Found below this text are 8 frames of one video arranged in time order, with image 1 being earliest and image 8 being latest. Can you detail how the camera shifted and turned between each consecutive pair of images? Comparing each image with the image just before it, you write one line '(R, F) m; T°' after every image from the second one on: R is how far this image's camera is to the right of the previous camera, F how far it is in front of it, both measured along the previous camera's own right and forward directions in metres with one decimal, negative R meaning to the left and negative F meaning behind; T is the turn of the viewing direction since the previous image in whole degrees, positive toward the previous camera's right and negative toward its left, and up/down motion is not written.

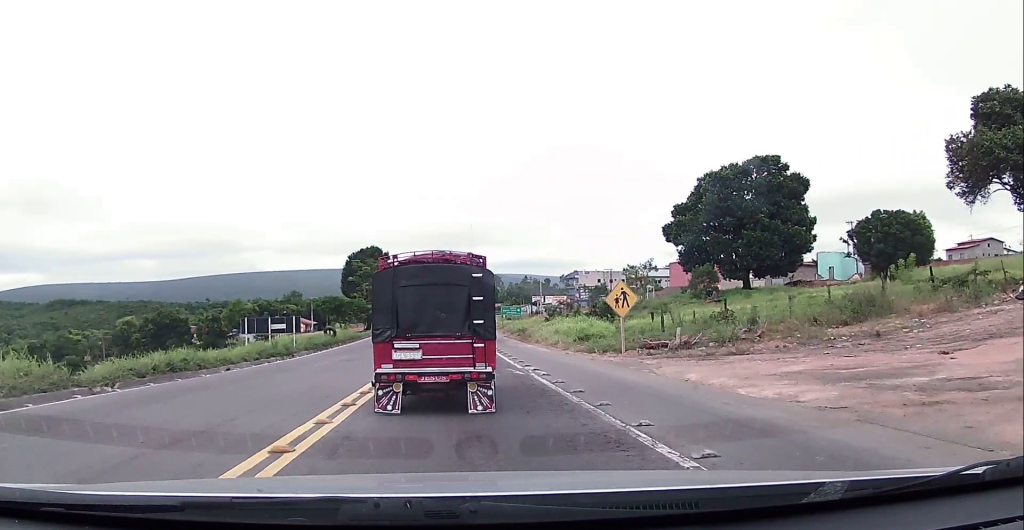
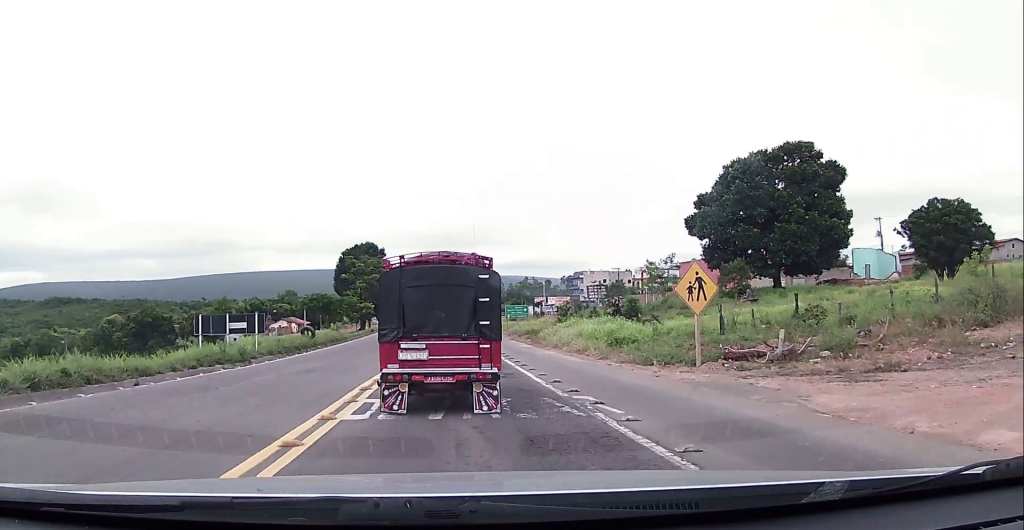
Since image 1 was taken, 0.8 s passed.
(+0.1, +7.7) m; +2°
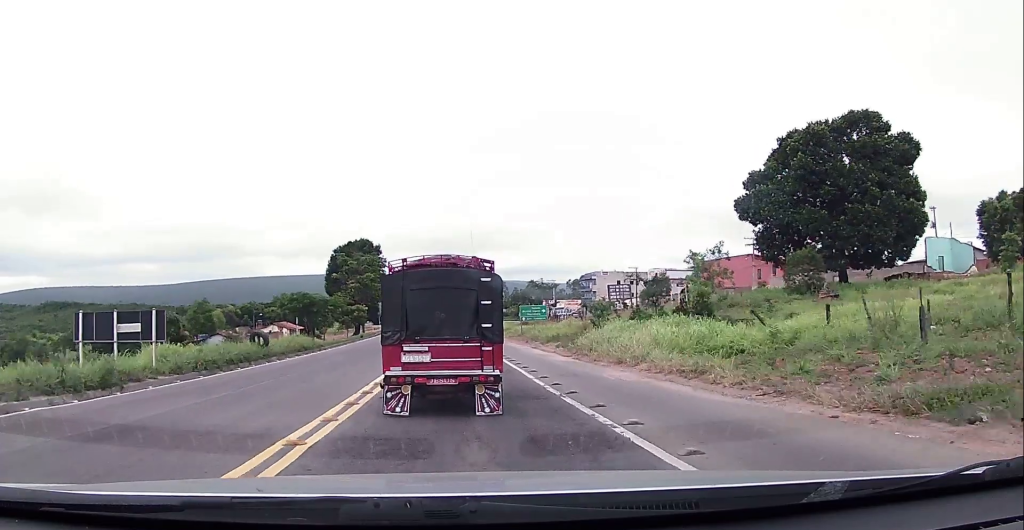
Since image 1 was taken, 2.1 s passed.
(+0.4, +12.1) m; +1°
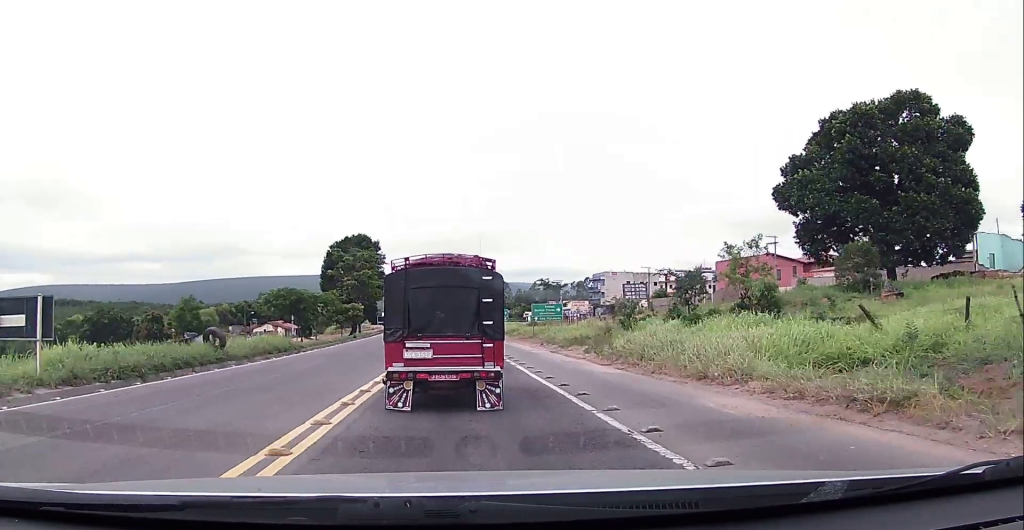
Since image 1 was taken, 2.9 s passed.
(0.0, +6.8) m; -2°
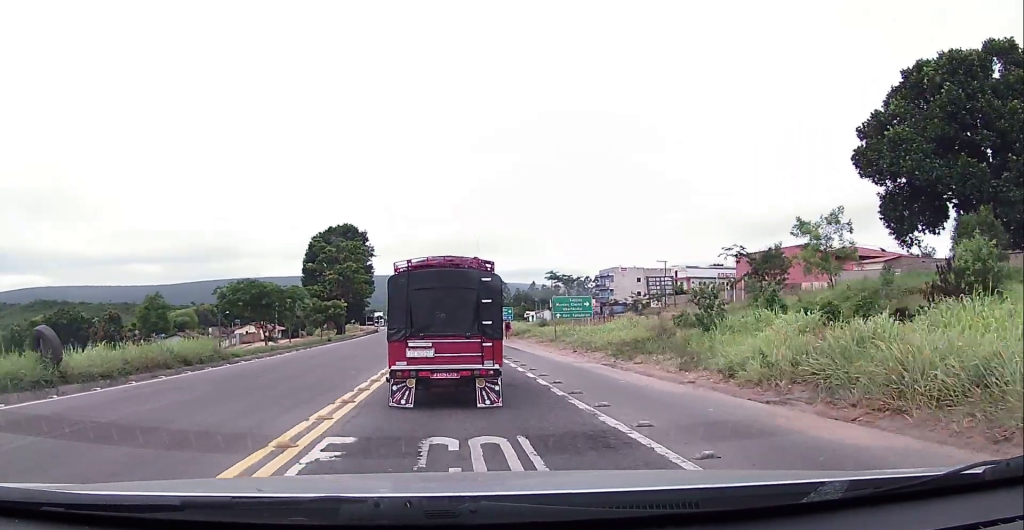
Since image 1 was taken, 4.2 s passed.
(-0.4, +12.1) m; 0°
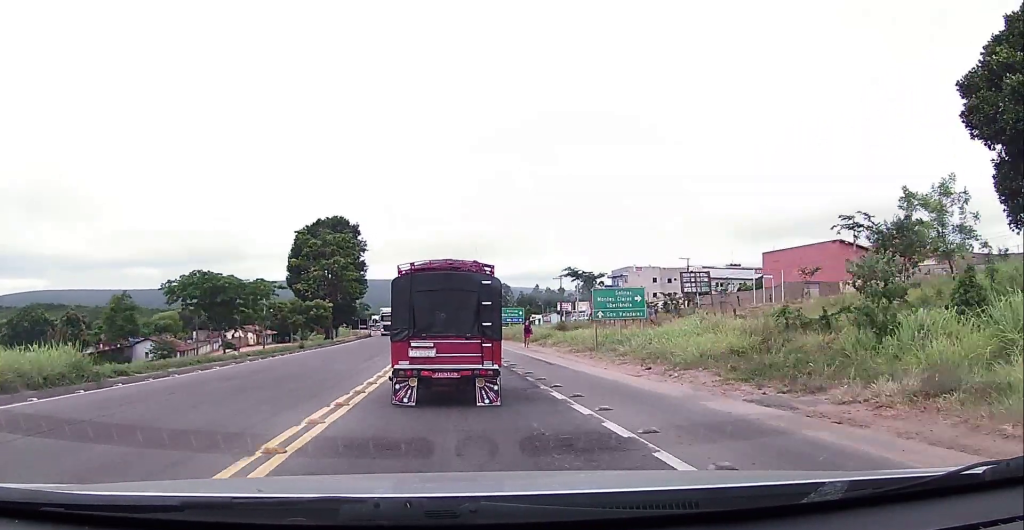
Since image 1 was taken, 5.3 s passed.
(+0.1, +10.6) m; +2°
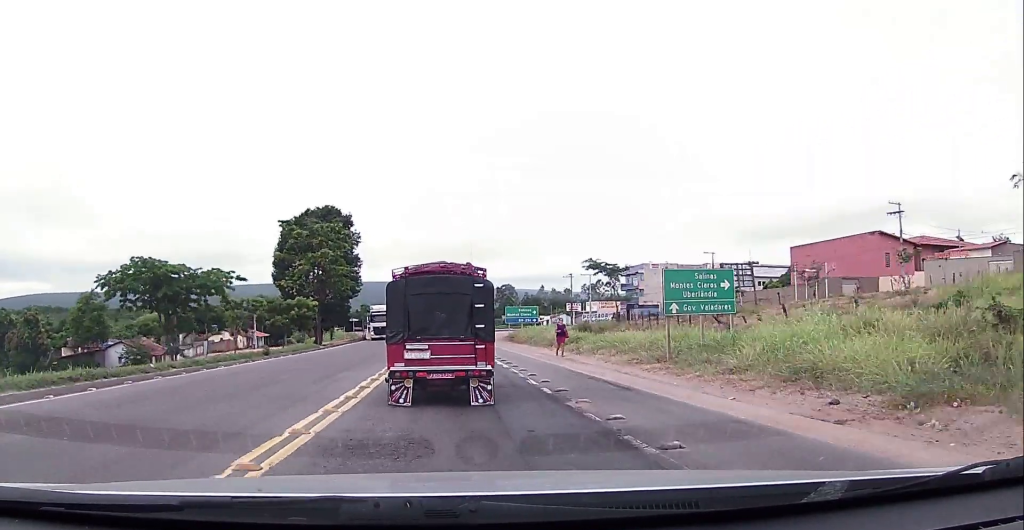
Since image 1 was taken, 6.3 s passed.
(+0.2, +9.0) m; -1°
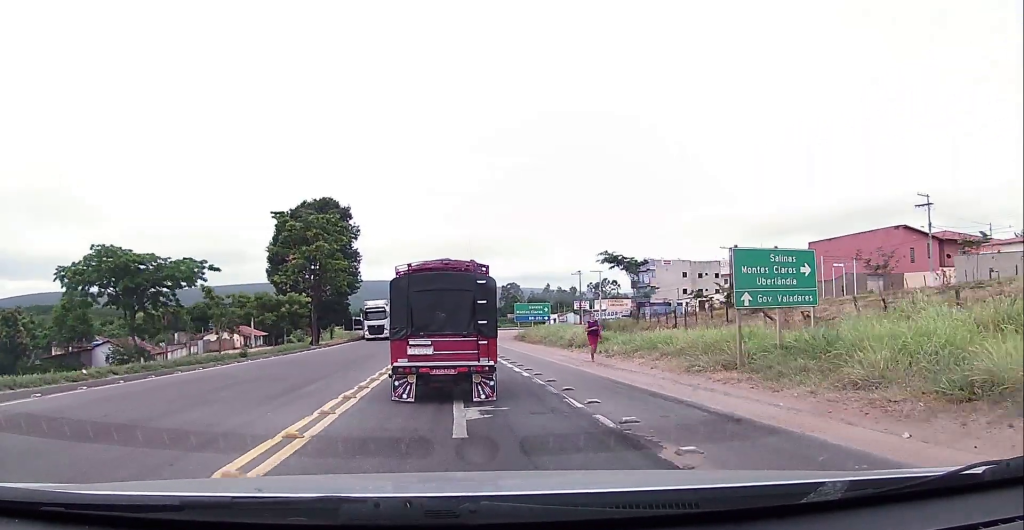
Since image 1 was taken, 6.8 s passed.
(0.0, +4.5) m; -1°
